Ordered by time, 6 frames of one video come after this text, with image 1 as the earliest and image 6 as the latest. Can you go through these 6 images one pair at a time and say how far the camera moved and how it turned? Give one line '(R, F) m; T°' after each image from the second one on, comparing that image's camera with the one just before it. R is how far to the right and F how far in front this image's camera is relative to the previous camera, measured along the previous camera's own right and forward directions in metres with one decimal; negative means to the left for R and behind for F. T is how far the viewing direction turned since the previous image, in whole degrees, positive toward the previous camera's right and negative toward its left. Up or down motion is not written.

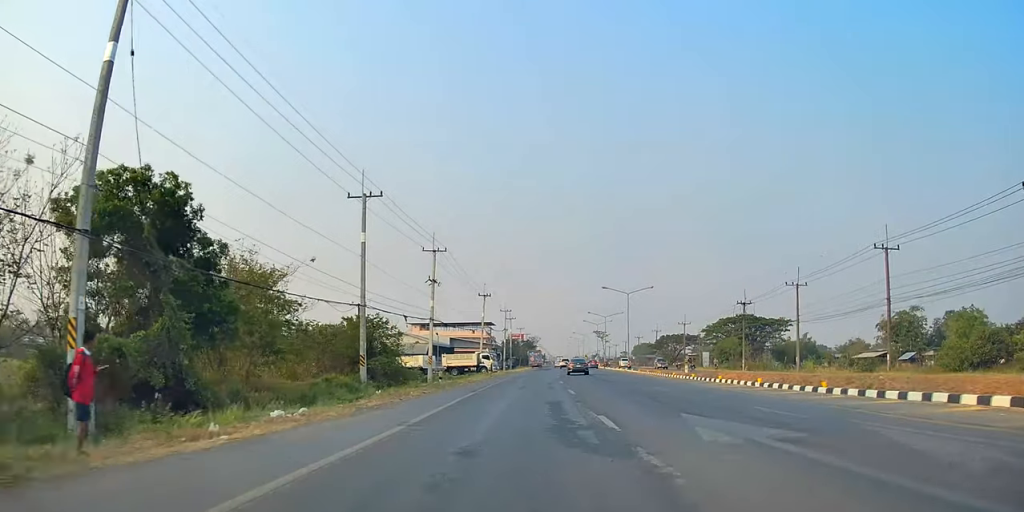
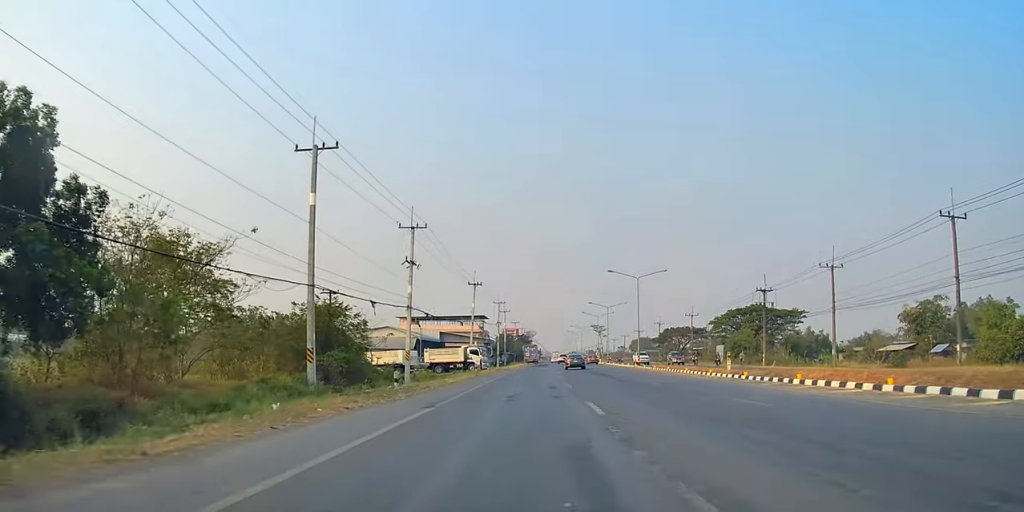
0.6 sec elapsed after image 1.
(+0.3, +9.7) m; +1°
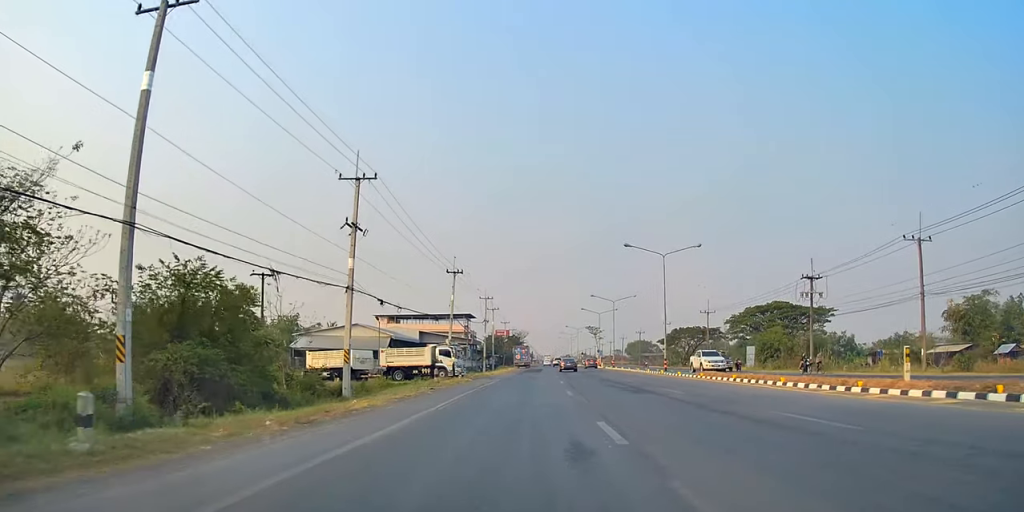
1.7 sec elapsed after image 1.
(0.0, +16.6) m; -1°
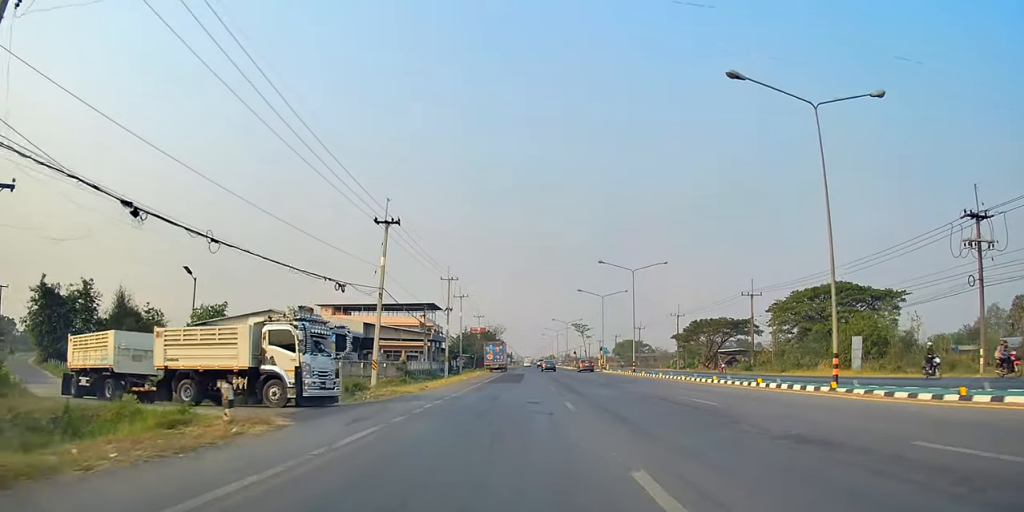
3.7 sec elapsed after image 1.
(-0.5, +29.6) m; +1°
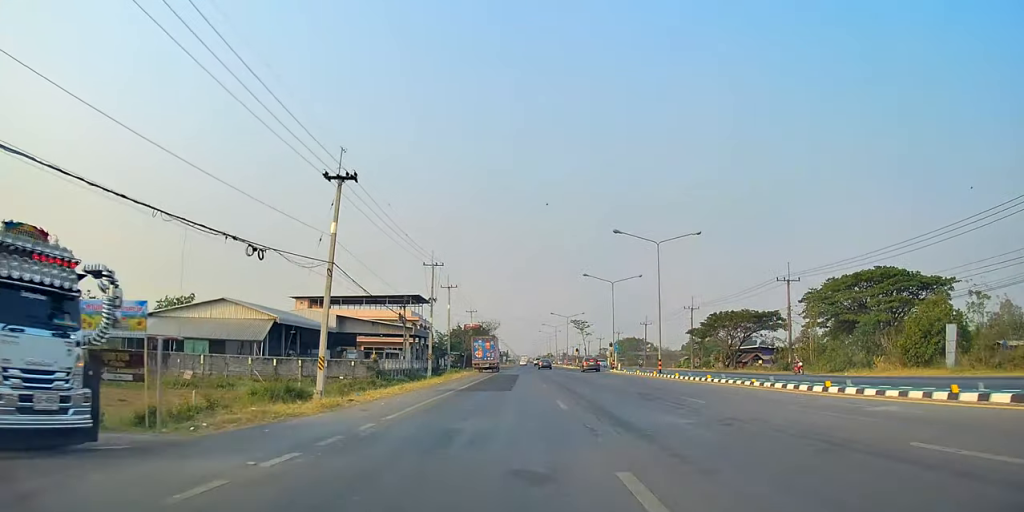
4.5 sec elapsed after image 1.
(+0.2, +12.3) m; +2°
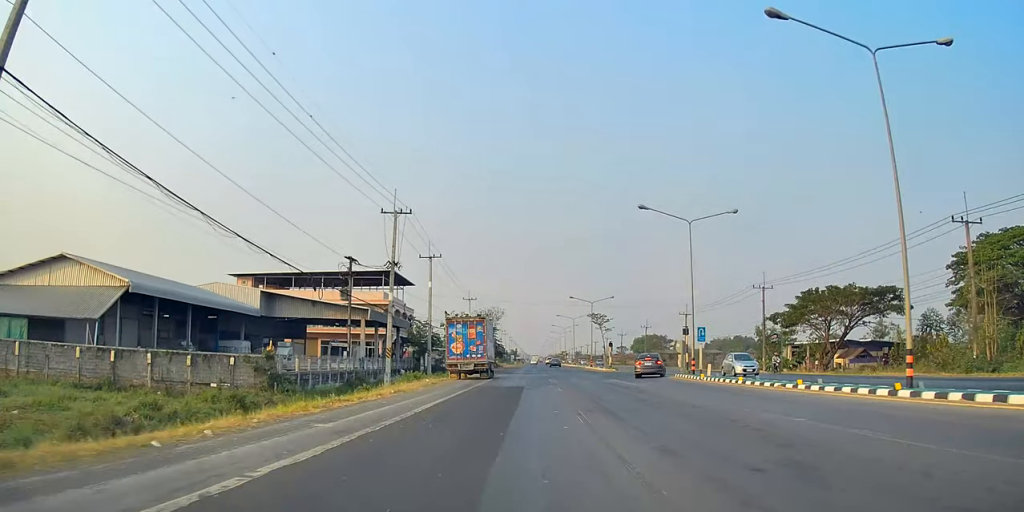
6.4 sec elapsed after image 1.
(-0.3, +28.1) m; -2°
